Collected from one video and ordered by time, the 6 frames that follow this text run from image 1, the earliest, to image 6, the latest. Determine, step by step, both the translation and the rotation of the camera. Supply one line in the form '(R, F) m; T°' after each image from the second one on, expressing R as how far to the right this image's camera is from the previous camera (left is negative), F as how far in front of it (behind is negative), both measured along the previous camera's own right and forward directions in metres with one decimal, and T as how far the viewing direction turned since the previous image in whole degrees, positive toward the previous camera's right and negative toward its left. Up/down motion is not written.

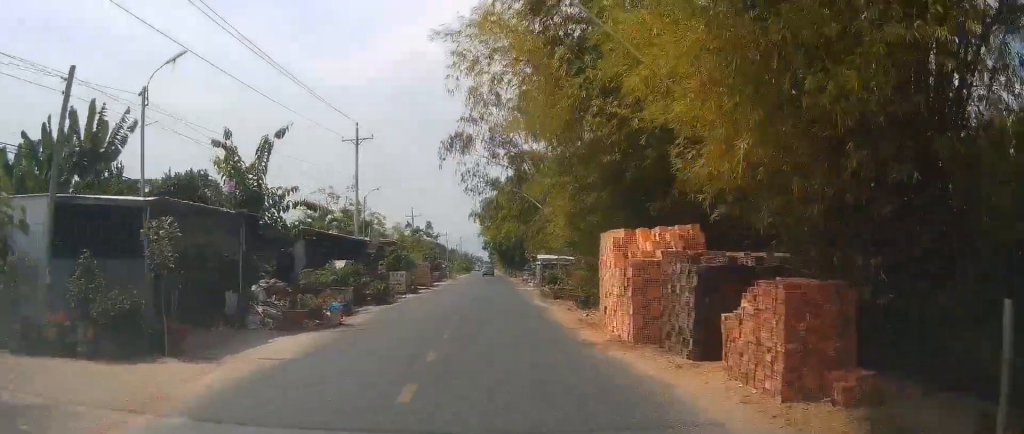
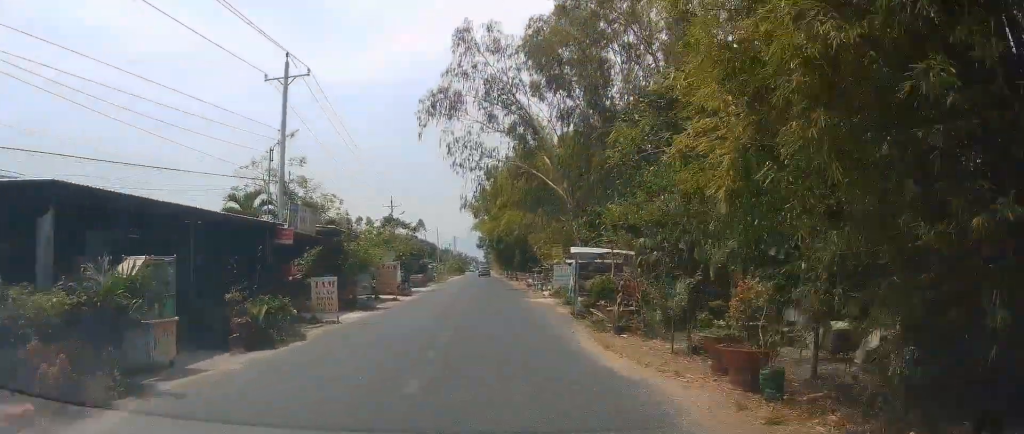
(+0.2, +14.6) m; +1°
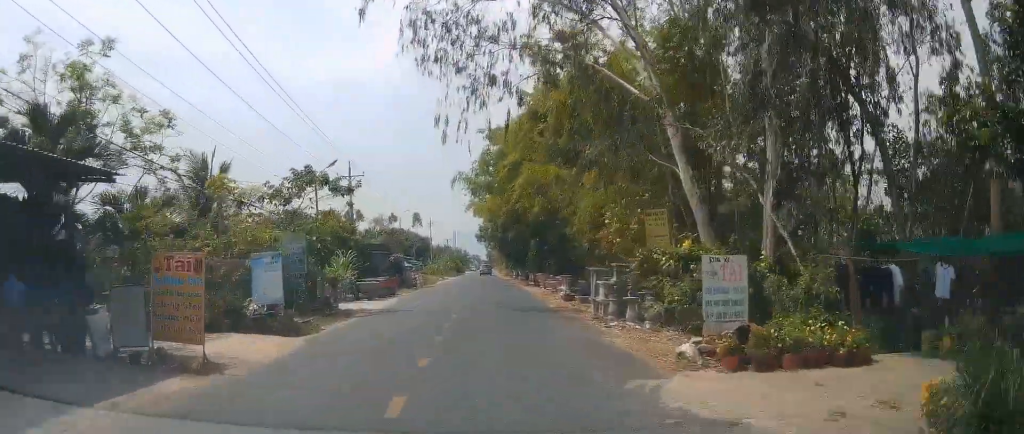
(-0.2, +22.4) m; -2°
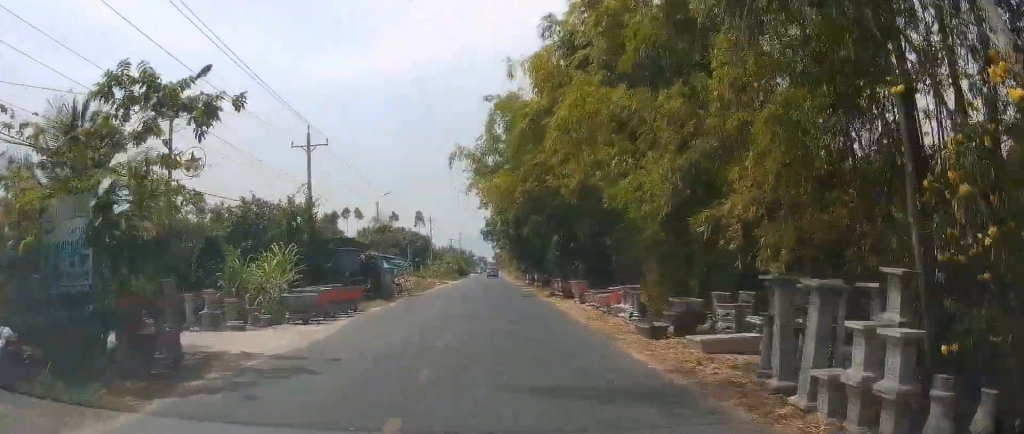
(-0.1, +12.9) m; 0°
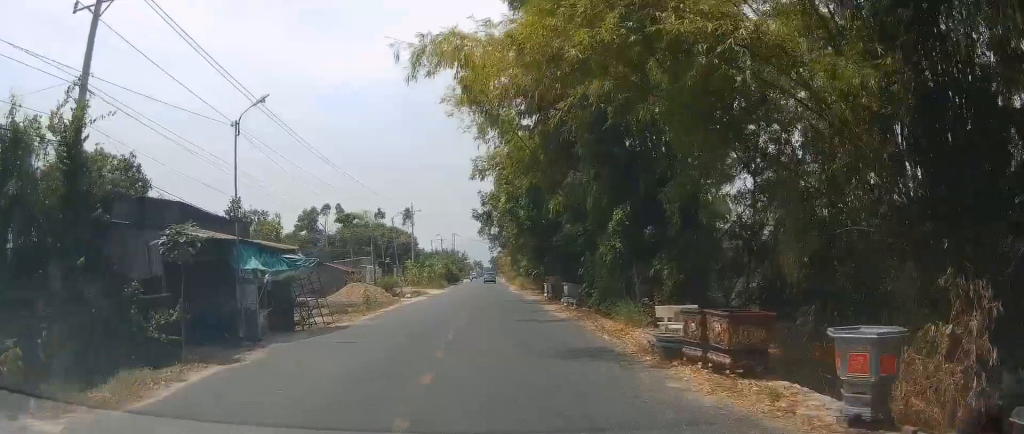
(0.0, +21.6) m; -1°
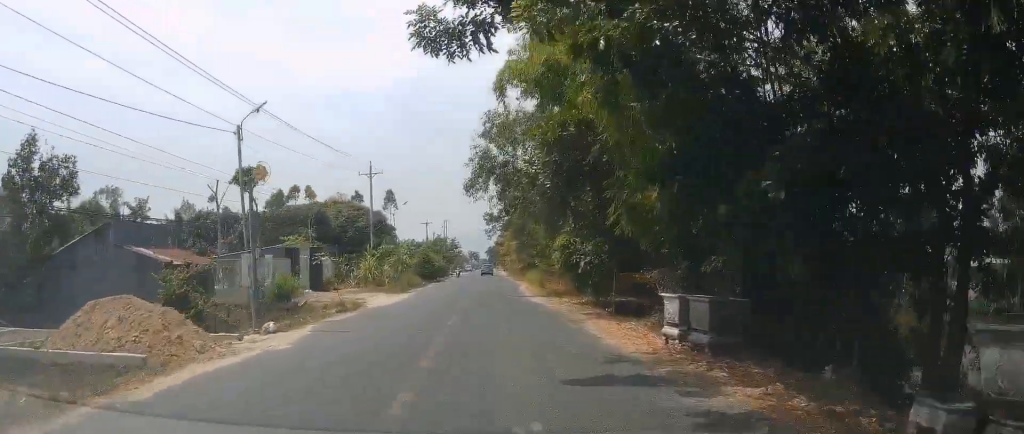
(-0.1, +26.4) m; +2°
